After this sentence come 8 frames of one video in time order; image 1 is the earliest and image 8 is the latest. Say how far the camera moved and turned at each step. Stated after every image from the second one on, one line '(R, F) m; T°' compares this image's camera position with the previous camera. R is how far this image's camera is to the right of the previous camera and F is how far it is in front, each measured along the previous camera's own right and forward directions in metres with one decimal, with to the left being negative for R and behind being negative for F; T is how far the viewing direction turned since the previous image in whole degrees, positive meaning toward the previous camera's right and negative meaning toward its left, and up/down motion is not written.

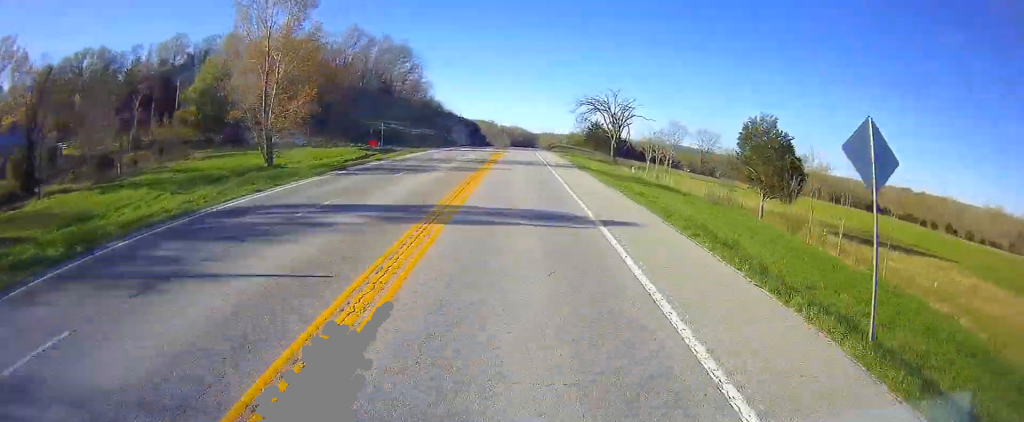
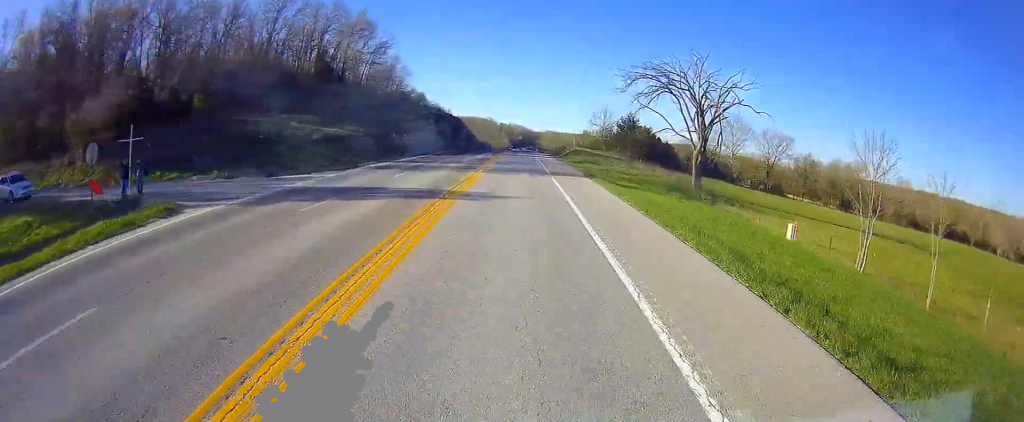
(-0.3, +47.6) m; 0°
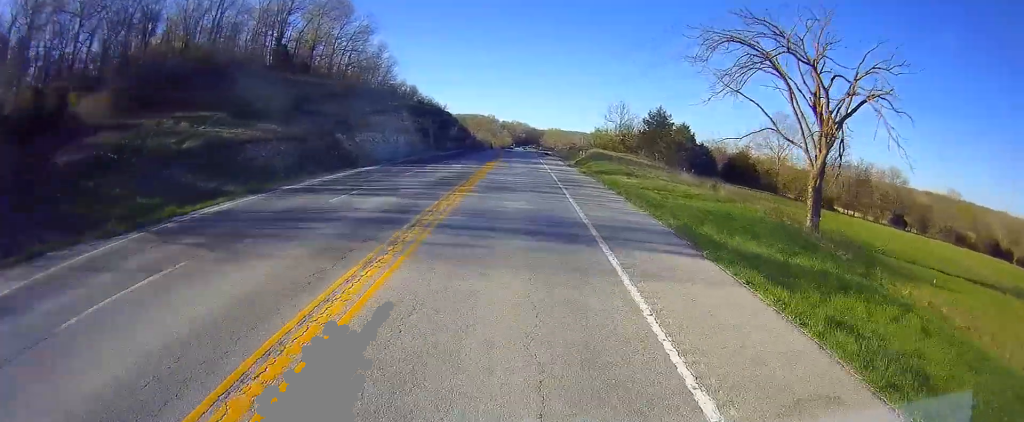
(+0.5, +21.8) m; 0°
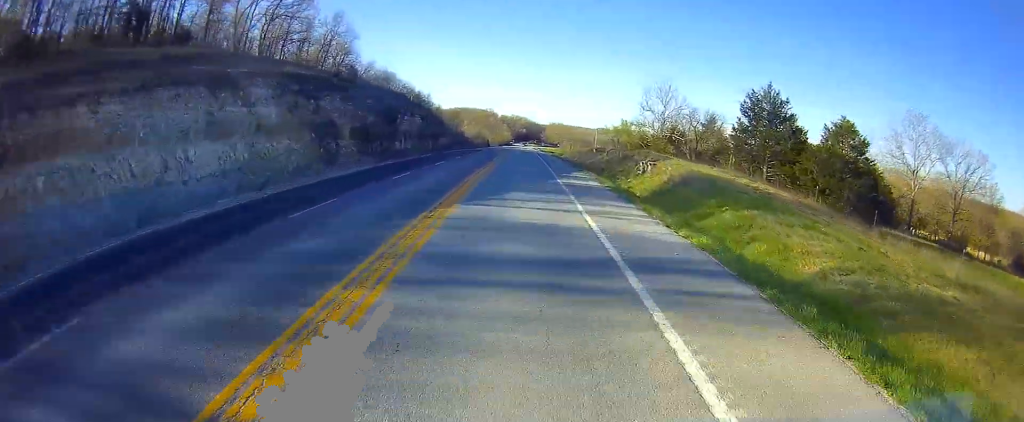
(-0.5, +39.6) m; 0°
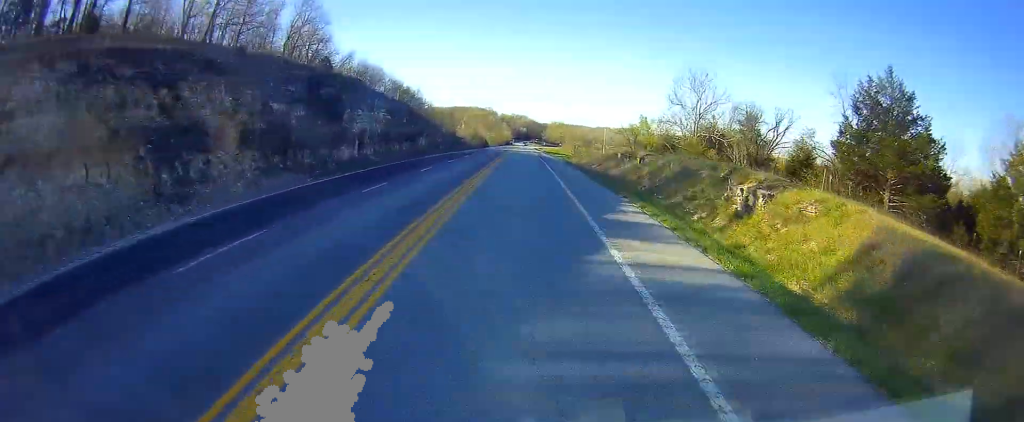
(+0.4, +17.8) m; 0°
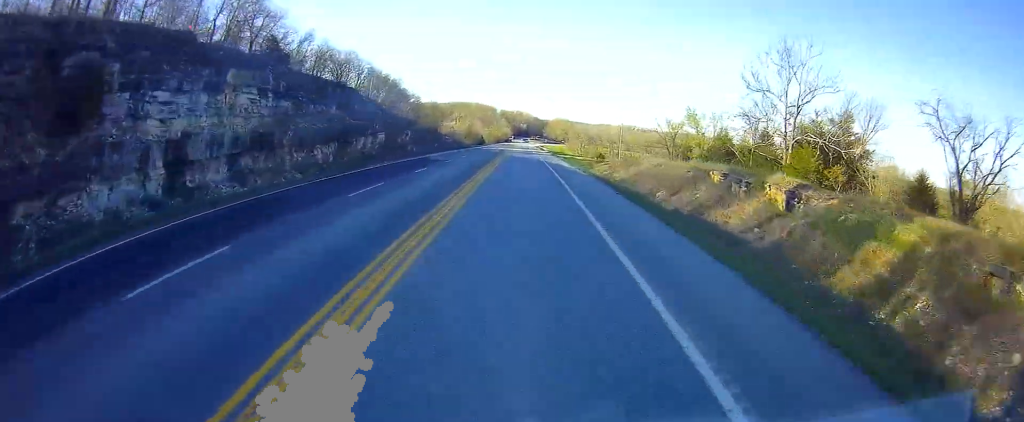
(-0.2, +26.2) m; 0°
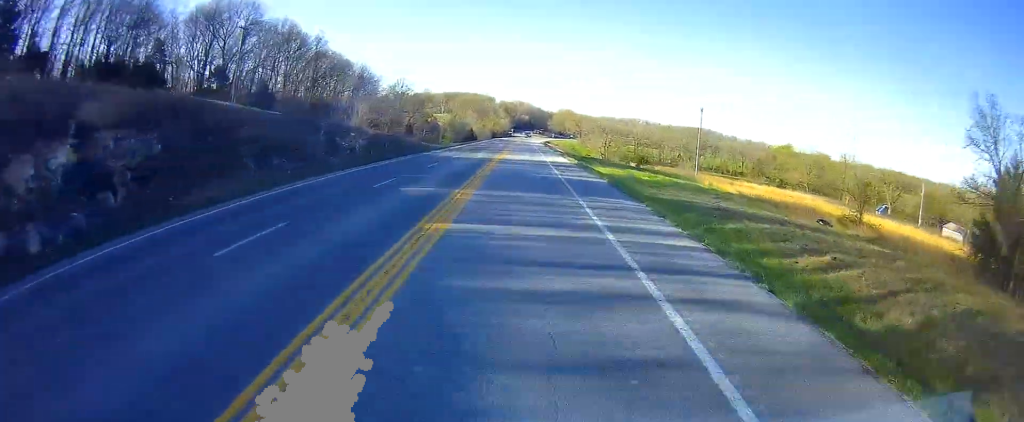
(+0.1, +57.9) m; 0°
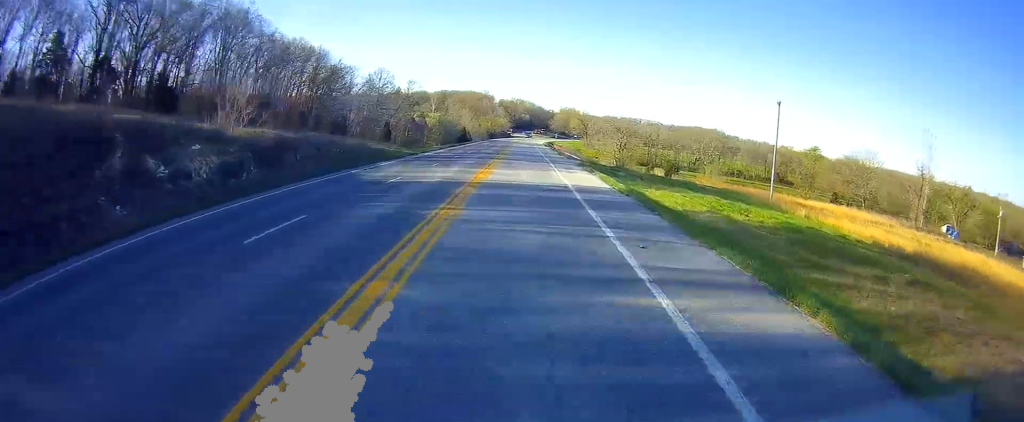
(-0.4, +23.2) m; 0°
